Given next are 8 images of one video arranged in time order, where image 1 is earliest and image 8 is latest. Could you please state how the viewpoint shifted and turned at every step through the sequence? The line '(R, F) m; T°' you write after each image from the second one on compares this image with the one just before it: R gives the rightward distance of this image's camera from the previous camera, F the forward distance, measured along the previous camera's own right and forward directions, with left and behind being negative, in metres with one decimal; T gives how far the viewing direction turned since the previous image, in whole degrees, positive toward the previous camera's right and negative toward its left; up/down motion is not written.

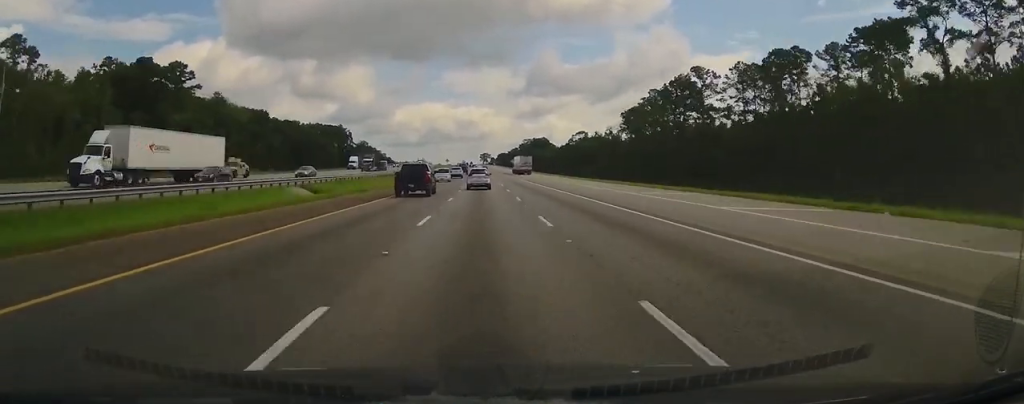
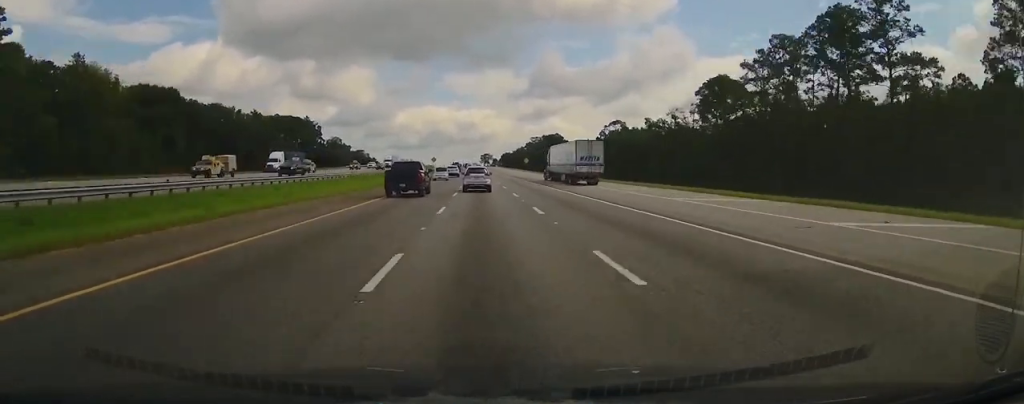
(-0.3, +77.8) m; -1°
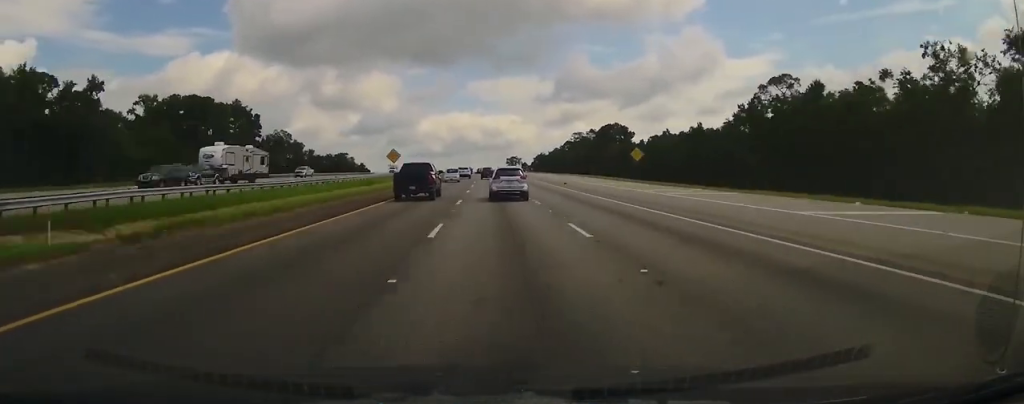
(-1.9, +85.7) m; -2°
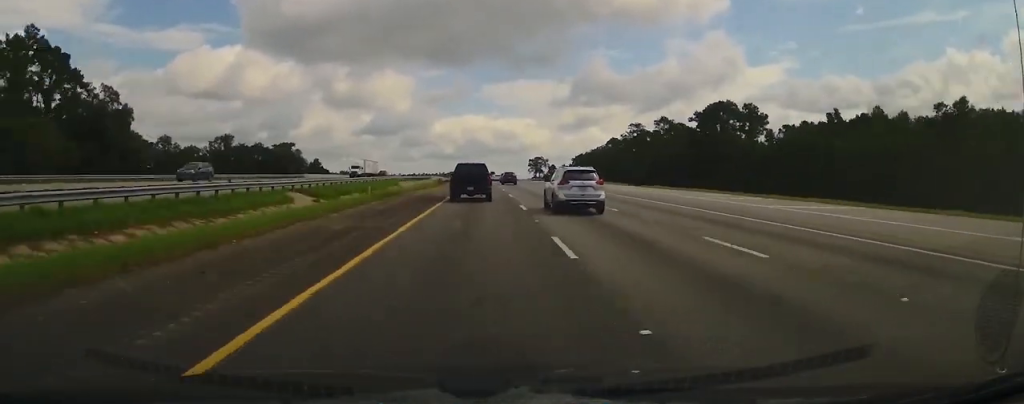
(-0.8, +94.7) m; 0°
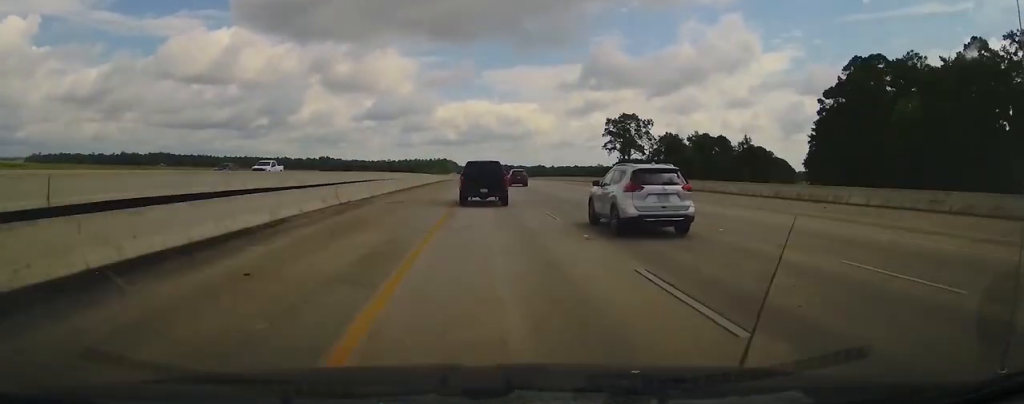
(-0.4, +201.8) m; 0°
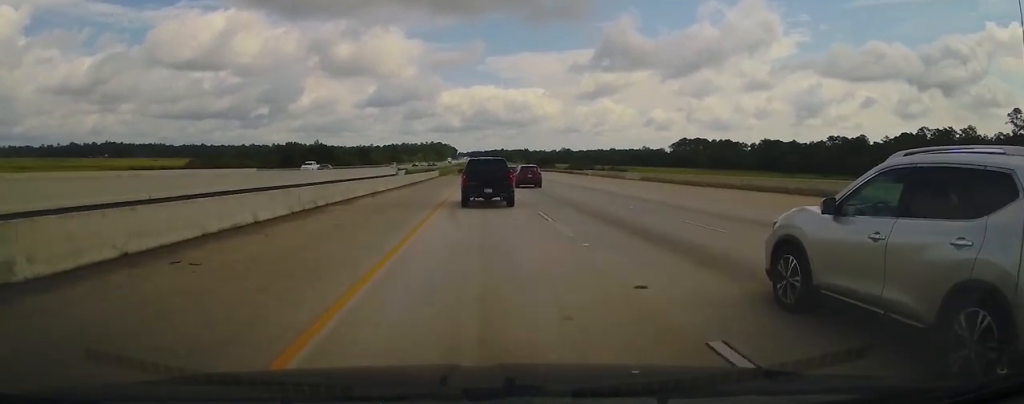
(-0.1, +282.6) m; 0°
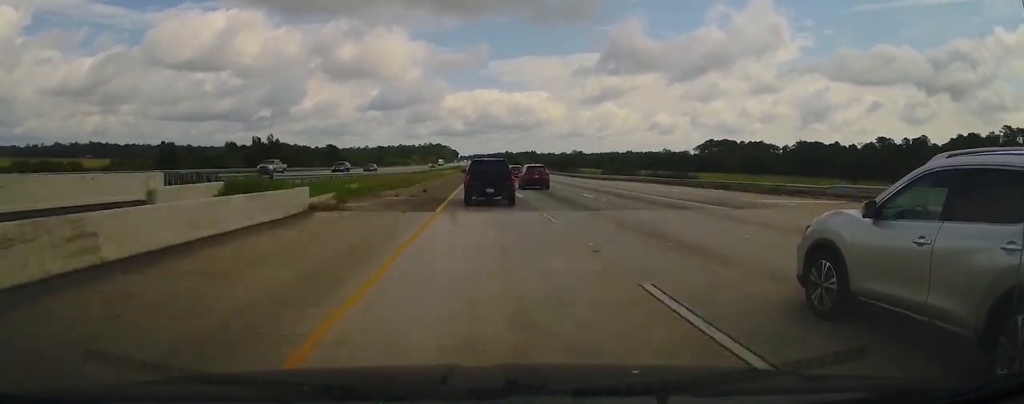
(-0.3, +101.4) m; 0°
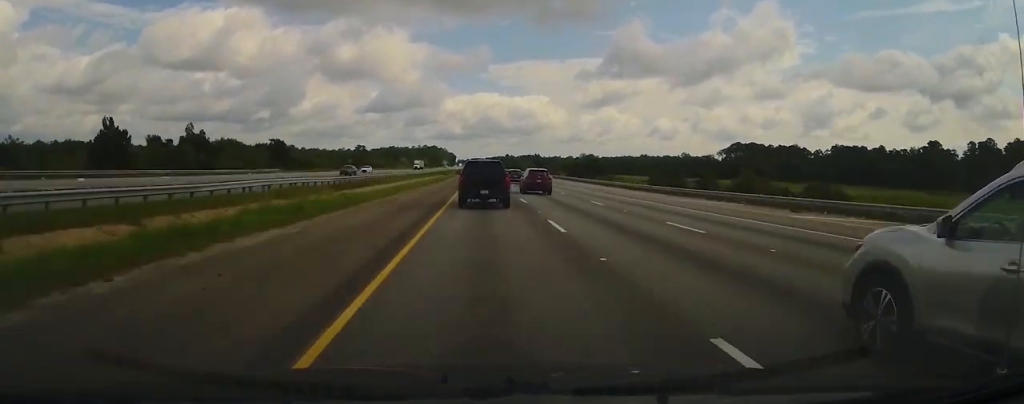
(-0.1, +77.1) m; 0°
